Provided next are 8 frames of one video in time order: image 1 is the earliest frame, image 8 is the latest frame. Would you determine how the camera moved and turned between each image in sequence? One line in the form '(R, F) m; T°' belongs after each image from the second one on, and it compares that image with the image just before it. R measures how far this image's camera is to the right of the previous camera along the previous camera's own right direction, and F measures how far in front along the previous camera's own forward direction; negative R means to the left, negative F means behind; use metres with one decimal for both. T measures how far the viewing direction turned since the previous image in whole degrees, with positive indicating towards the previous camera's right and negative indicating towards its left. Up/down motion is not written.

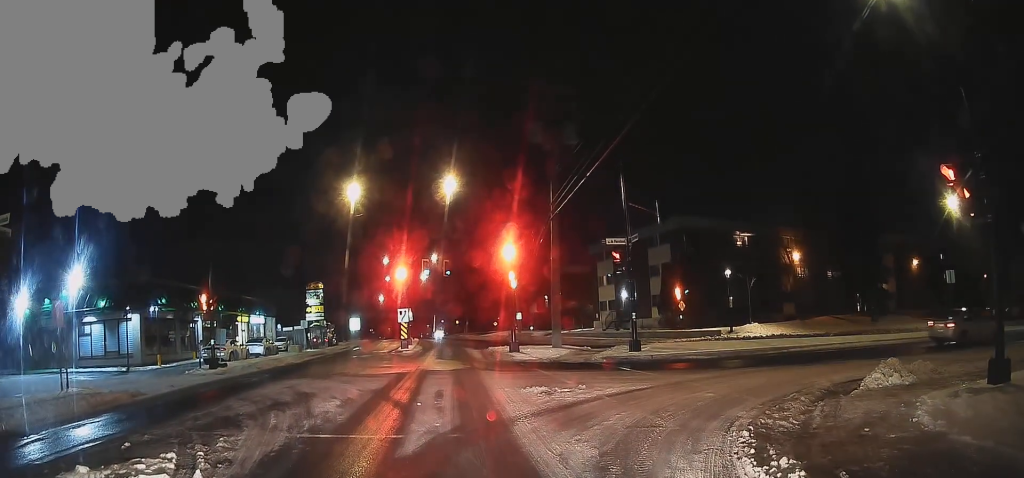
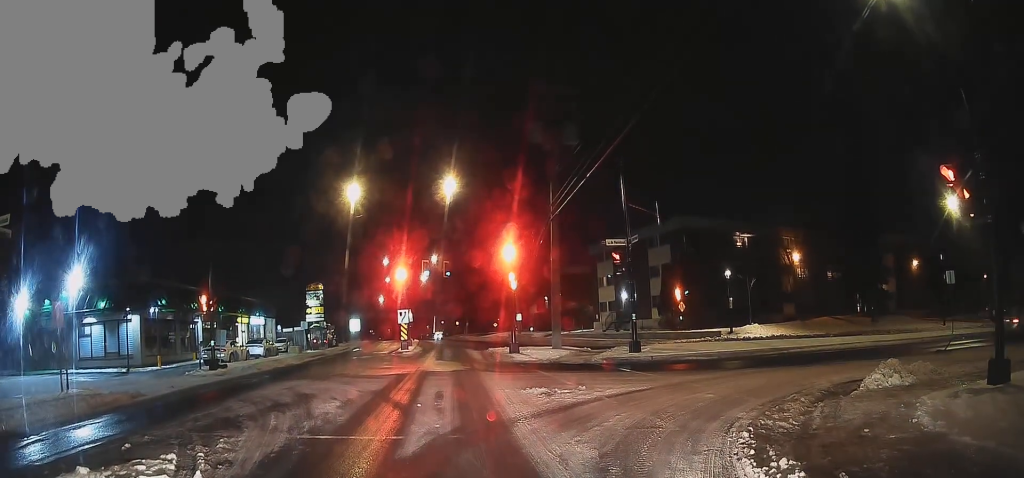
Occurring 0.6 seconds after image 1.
(0.0, 0.0) m; 0°
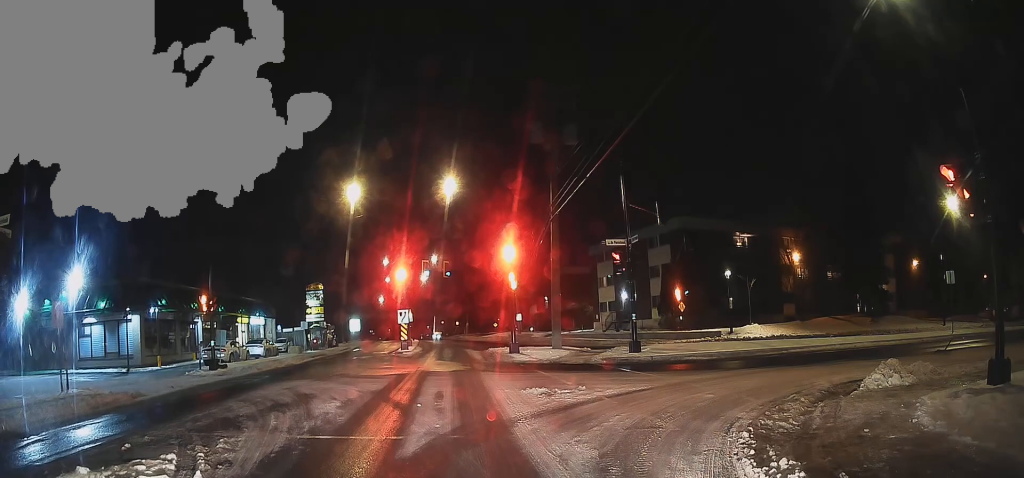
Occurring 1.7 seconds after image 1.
(0.0, 0.0) m; 0°
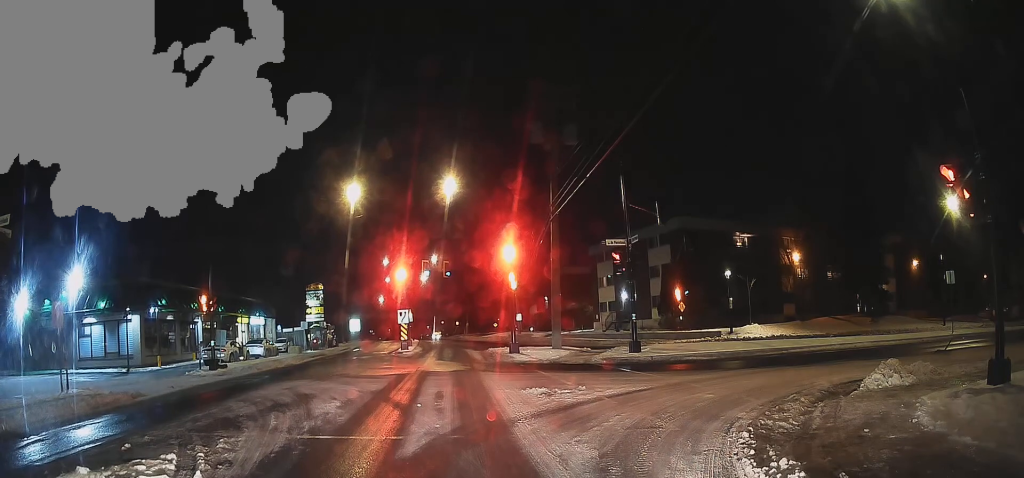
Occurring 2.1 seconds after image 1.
(0.0, 0.0) m; 0°
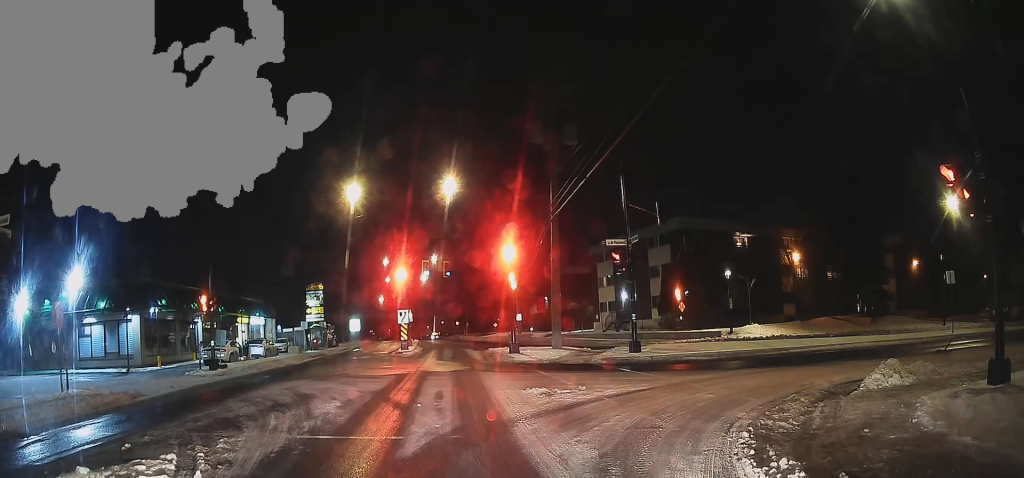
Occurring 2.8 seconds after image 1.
(0.0, 0.0) m; 0°
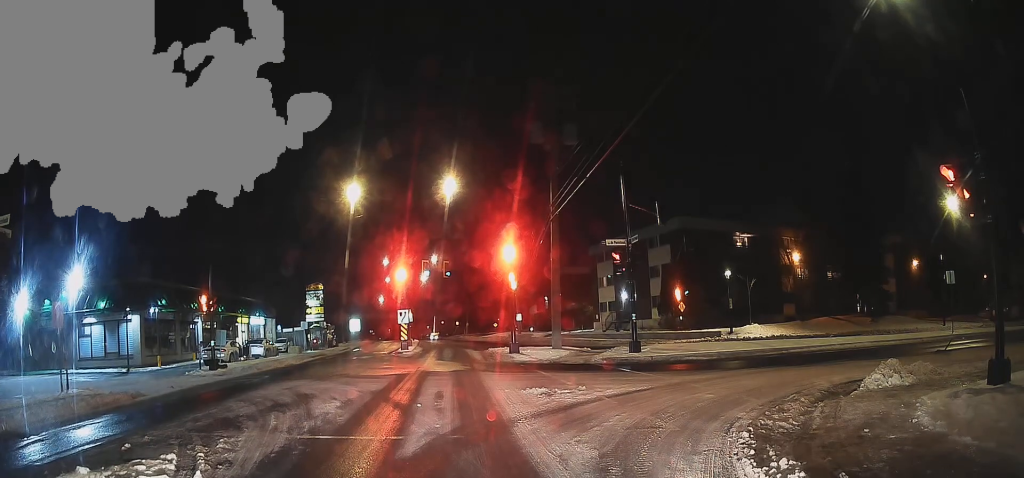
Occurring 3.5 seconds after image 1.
(0.0, 0.0) m; 0°
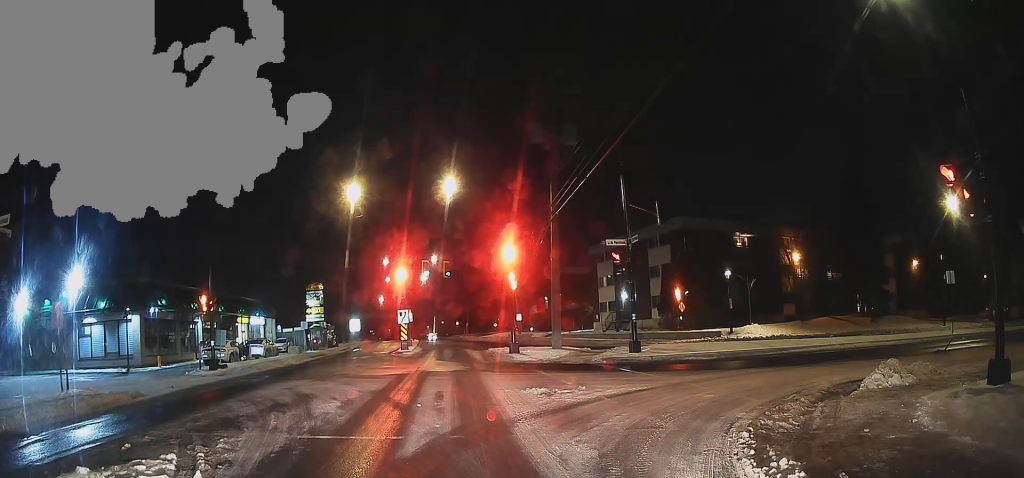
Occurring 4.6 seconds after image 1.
(0.0, 0.0) m; 0°
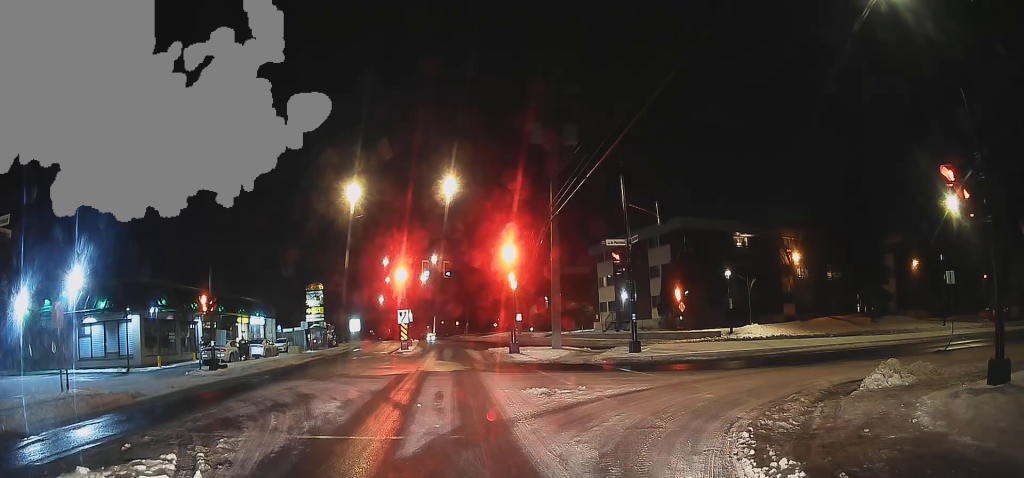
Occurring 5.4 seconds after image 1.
(0.0, 0.0) m; 0°
